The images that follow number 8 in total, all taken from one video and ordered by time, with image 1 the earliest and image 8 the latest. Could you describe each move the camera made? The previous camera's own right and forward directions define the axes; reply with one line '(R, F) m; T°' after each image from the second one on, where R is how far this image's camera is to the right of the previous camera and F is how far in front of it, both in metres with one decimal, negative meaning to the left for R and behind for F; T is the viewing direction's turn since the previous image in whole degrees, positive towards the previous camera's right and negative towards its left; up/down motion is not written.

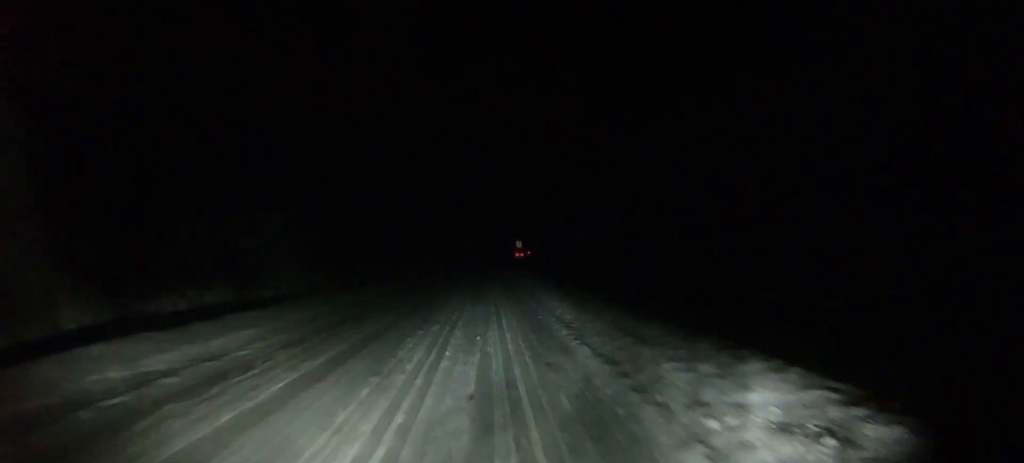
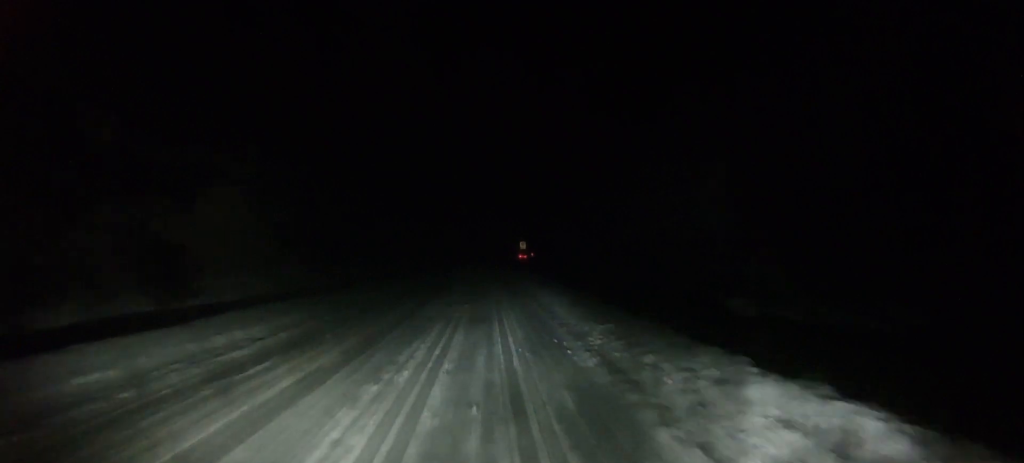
(+0.1, +9.1) m; 0°
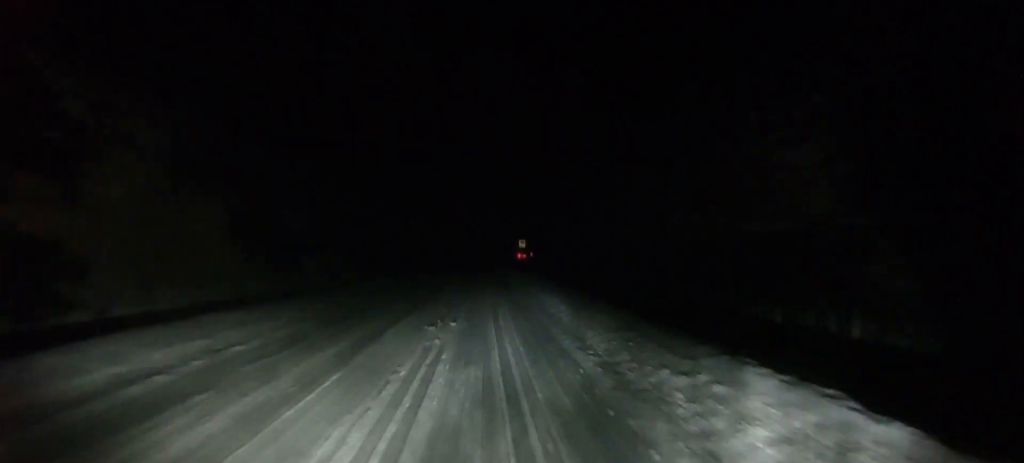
(0.0, +9.1) m; -1°
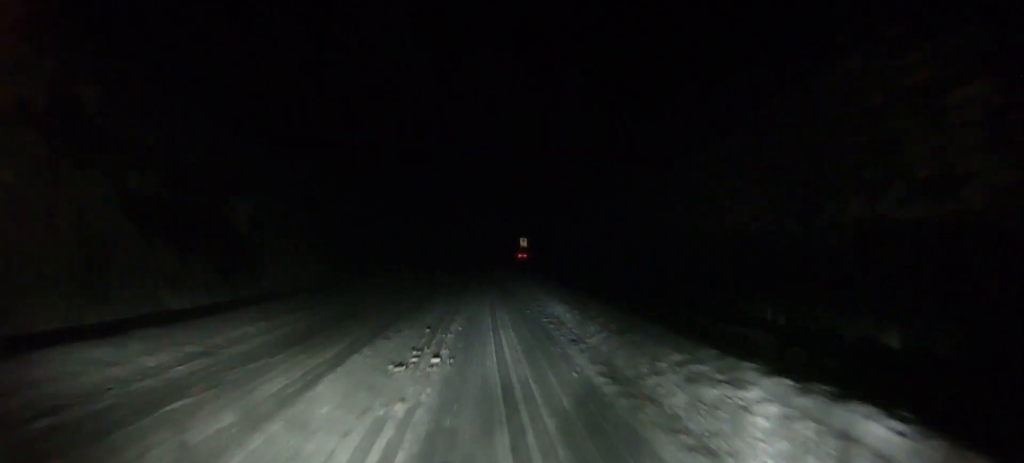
(0.0, +8.1) m; 0°
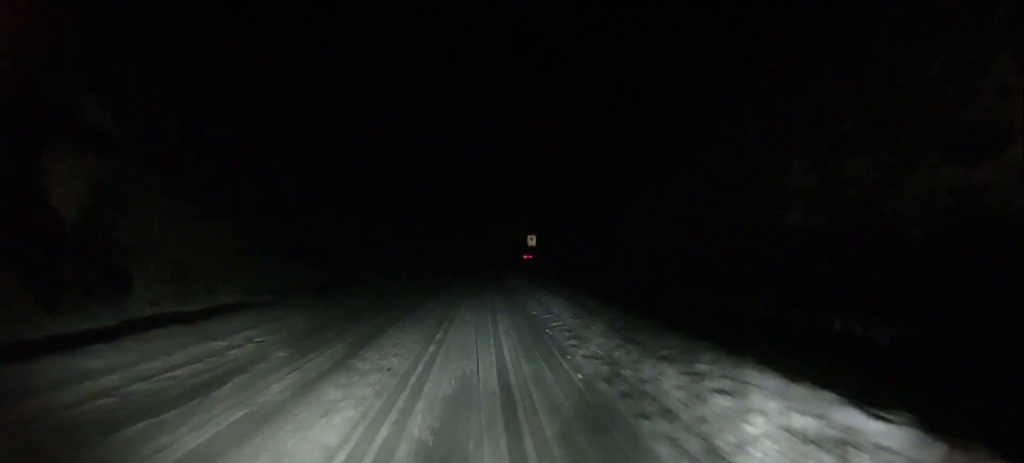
(-0.1, +15.7) m; +1°
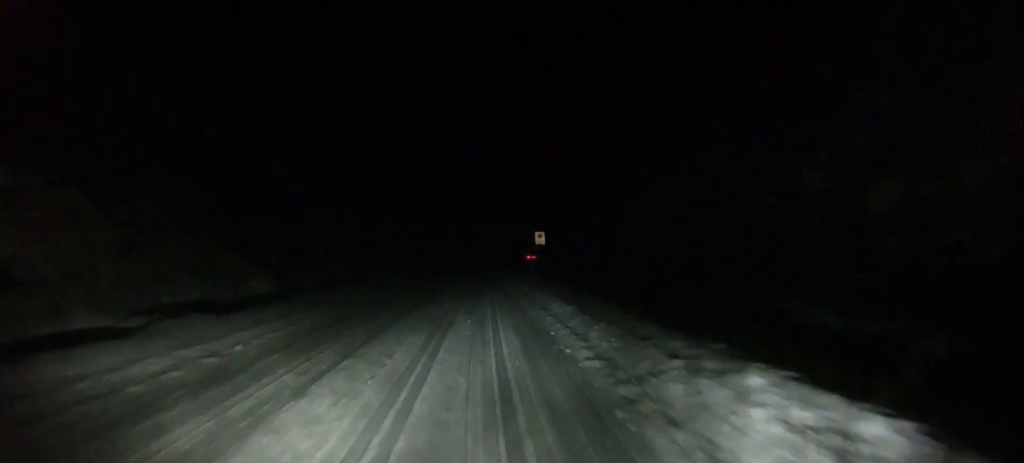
(+0.1, +11.8) m; +1°
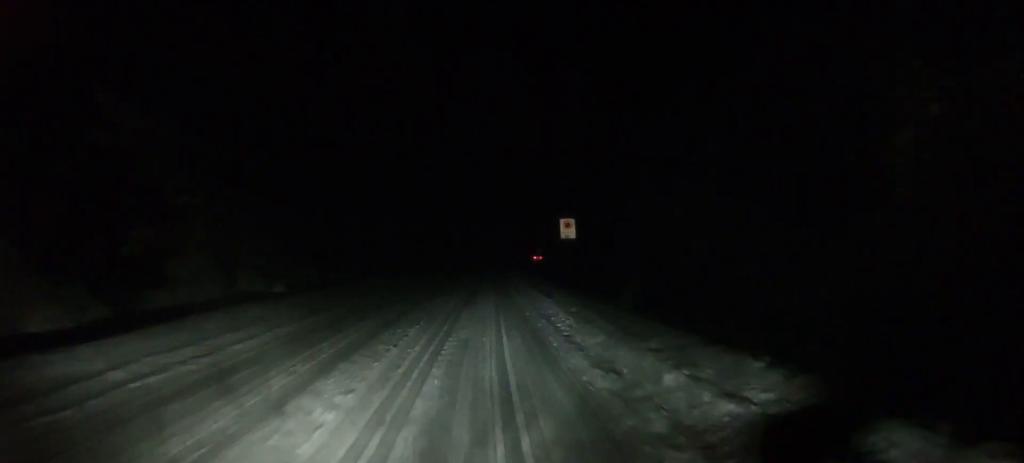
(-0.2, +21.1) m; -1°
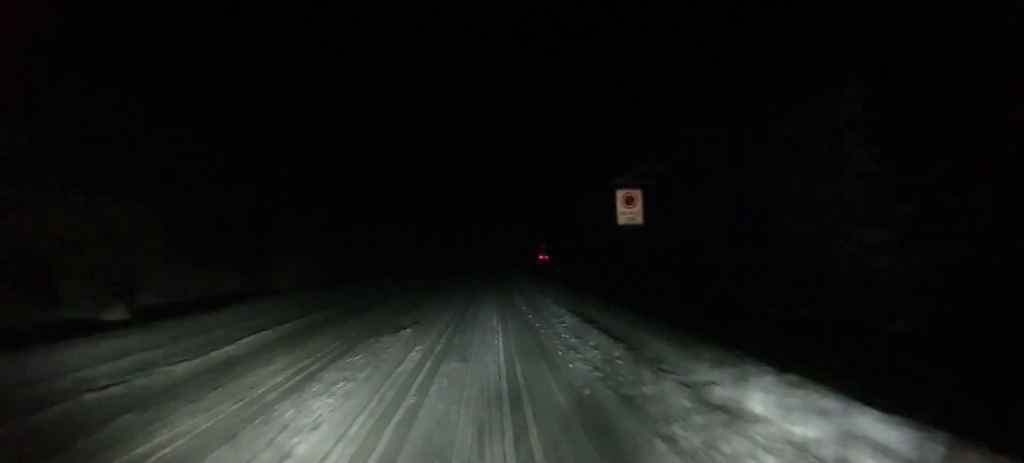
(+0.2, +16.4) m; +1°
